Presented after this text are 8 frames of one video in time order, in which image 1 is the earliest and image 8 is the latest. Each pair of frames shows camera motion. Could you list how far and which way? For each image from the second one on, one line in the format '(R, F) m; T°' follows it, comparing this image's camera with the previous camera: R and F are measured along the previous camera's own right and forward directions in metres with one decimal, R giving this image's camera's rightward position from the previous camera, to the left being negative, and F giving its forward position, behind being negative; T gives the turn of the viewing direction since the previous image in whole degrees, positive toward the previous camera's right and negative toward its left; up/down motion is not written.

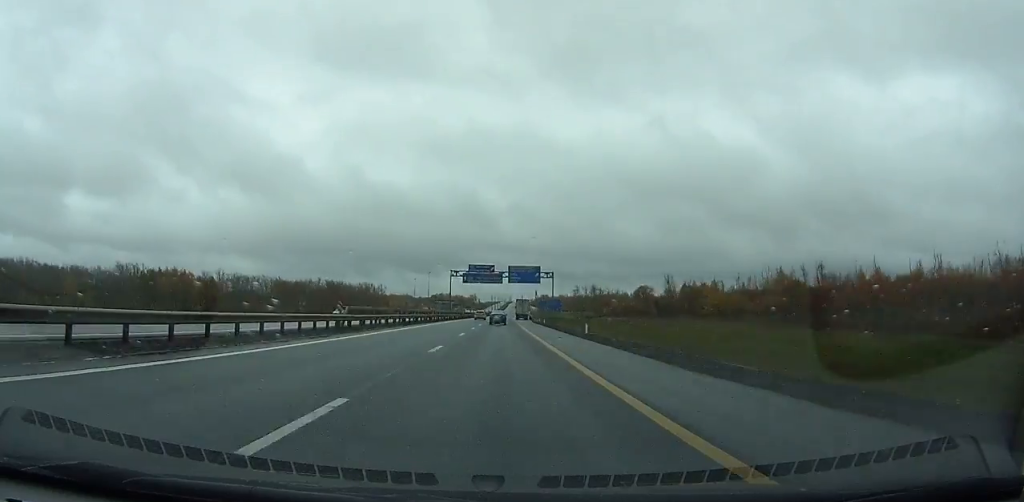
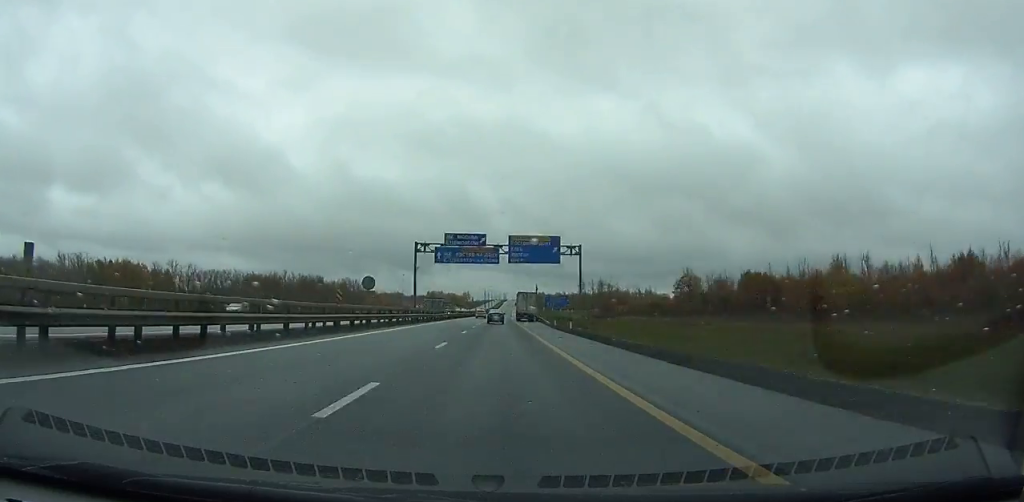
(+0.1, +36.3) m; 0°
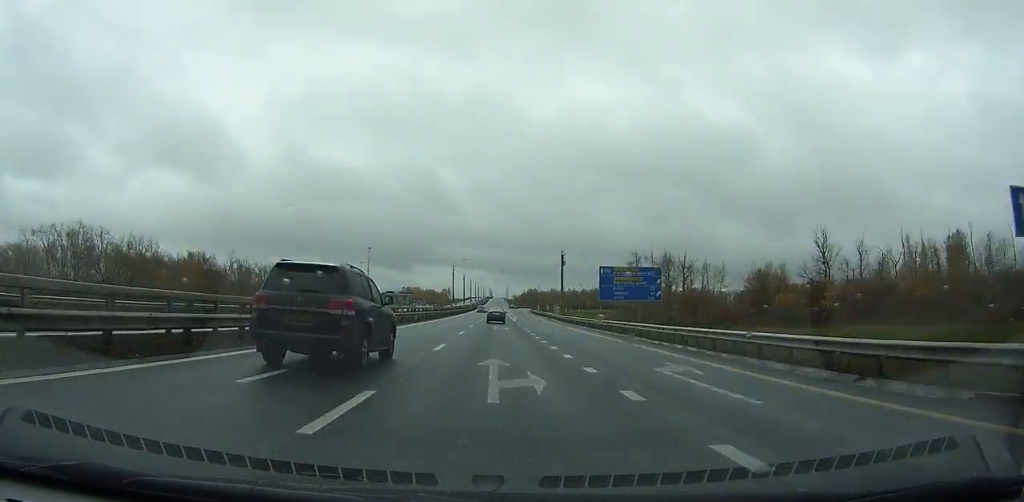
(+1.3, +109.6) m; +1°
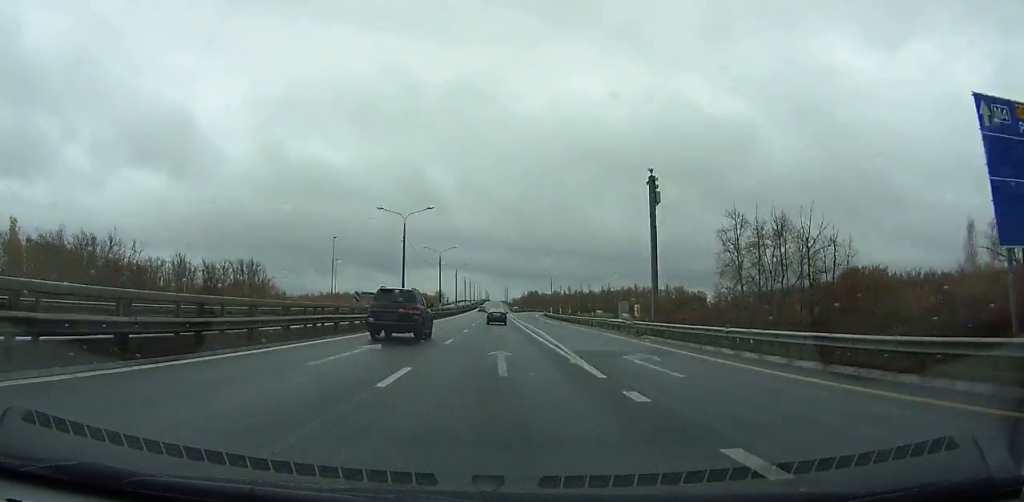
(+0.2, +55.3) m; +1°
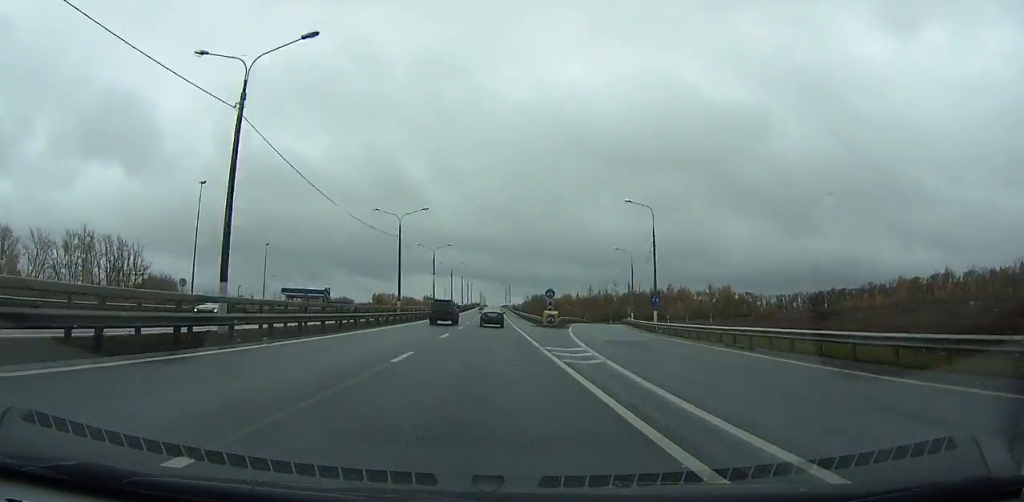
(+0.5, +102.0) m; 0°
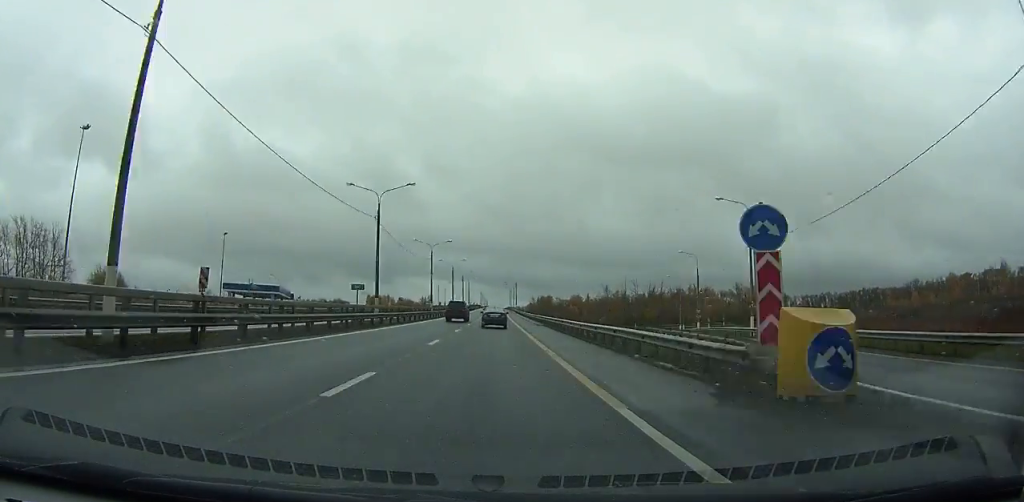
(-0.1, +39.9) m; 0°
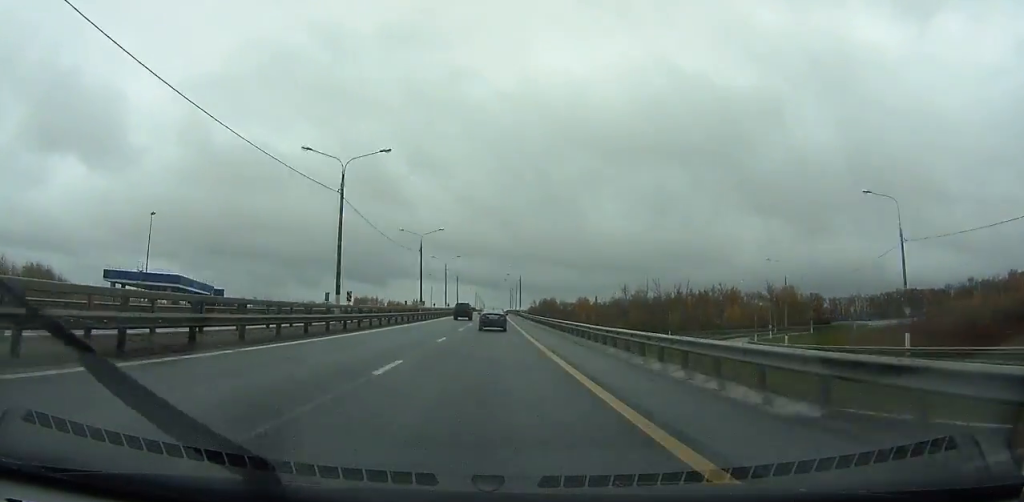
(0.0, +46.1) m; 0°
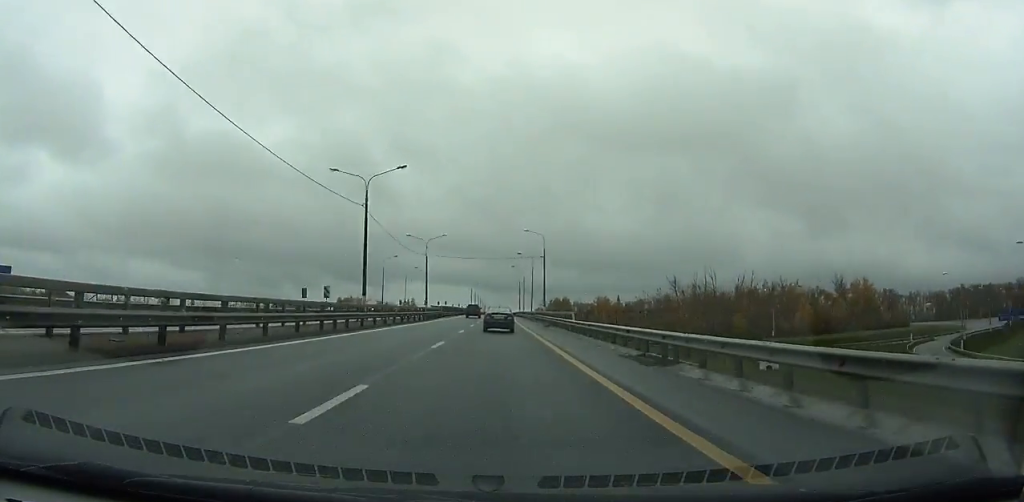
(0.0, +63.7) m; 0°
